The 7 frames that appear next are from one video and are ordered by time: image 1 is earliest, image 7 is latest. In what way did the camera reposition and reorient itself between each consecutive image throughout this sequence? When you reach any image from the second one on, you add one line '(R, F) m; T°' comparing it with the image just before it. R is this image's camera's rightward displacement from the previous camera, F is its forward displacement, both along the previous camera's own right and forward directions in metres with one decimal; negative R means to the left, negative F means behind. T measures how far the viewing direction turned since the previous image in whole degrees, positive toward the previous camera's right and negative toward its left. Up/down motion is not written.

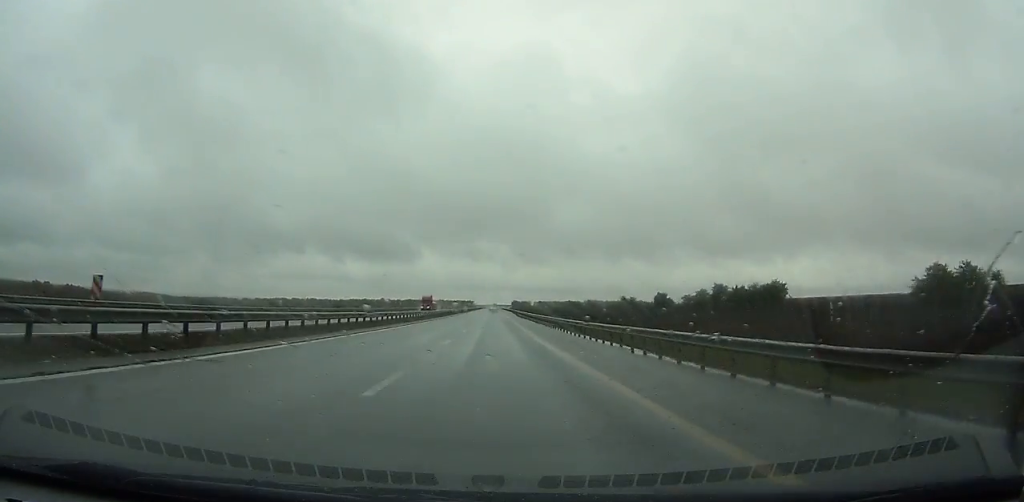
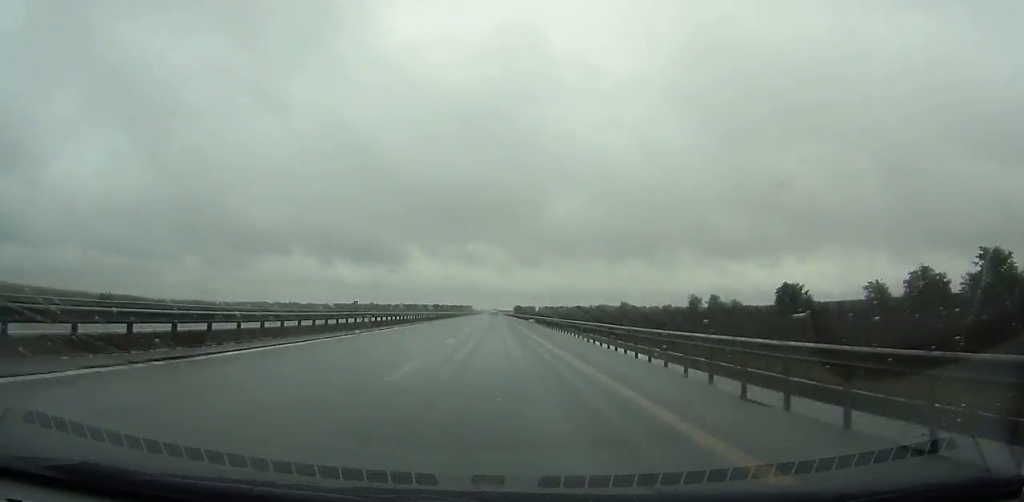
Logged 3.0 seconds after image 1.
(0.0, +94.5) m; 0°
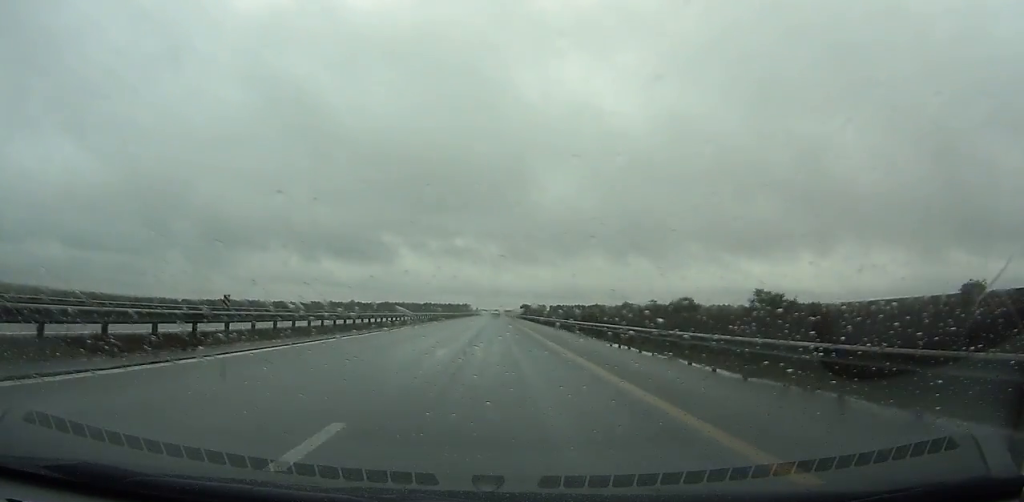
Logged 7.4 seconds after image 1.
(-0.1, +140.3) m; 0°
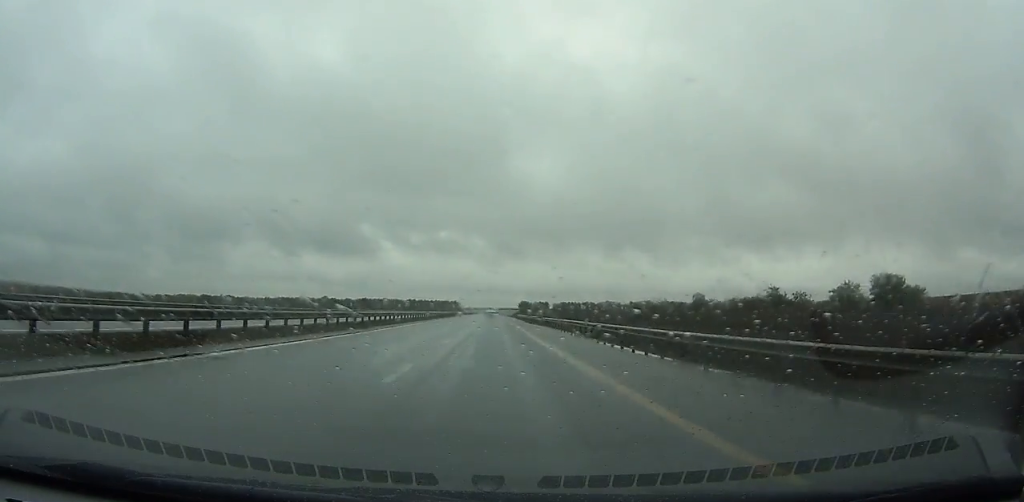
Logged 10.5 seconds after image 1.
(+0.3, +98.8) m; 0°
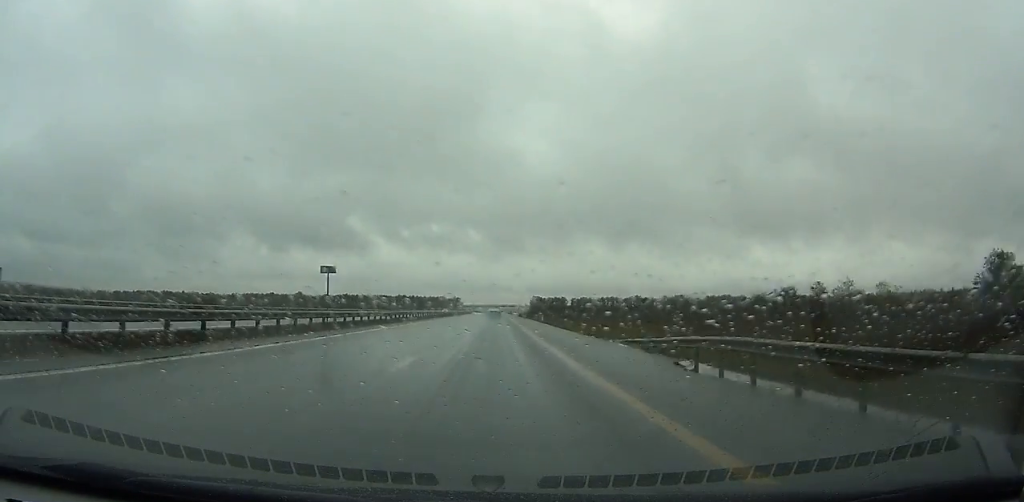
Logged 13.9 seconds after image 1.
(+0.3, +106.6) m; 0°
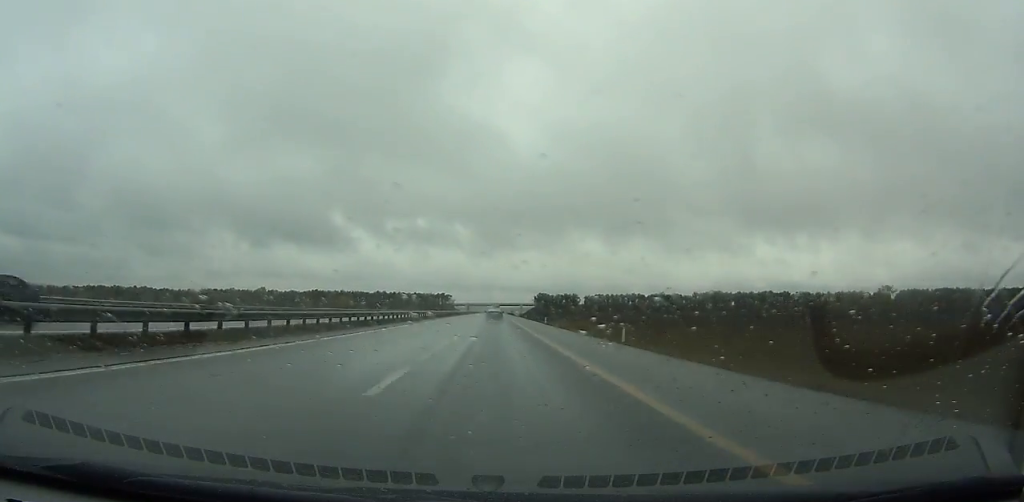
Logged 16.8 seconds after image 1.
(-0.3, +87.8) m; 0°
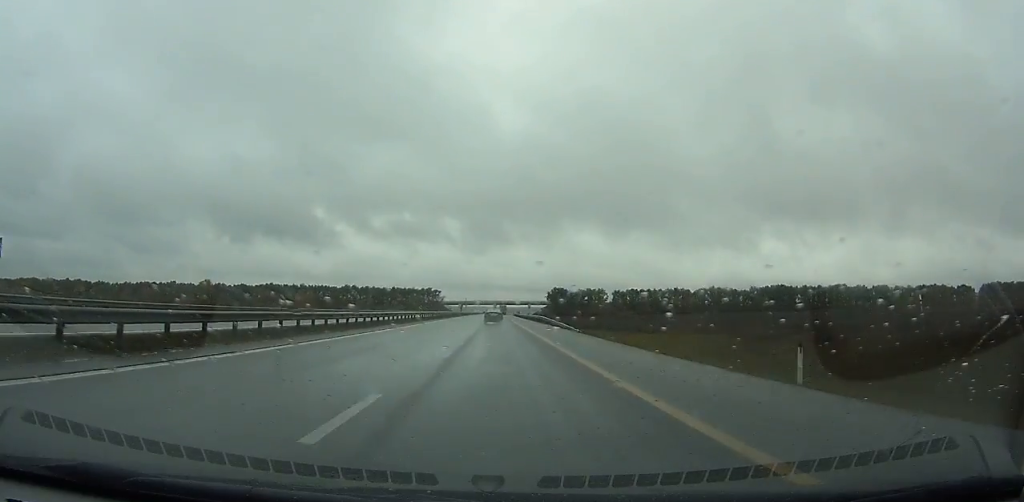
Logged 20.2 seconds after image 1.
(-0.1, +99.7) m; 0°
